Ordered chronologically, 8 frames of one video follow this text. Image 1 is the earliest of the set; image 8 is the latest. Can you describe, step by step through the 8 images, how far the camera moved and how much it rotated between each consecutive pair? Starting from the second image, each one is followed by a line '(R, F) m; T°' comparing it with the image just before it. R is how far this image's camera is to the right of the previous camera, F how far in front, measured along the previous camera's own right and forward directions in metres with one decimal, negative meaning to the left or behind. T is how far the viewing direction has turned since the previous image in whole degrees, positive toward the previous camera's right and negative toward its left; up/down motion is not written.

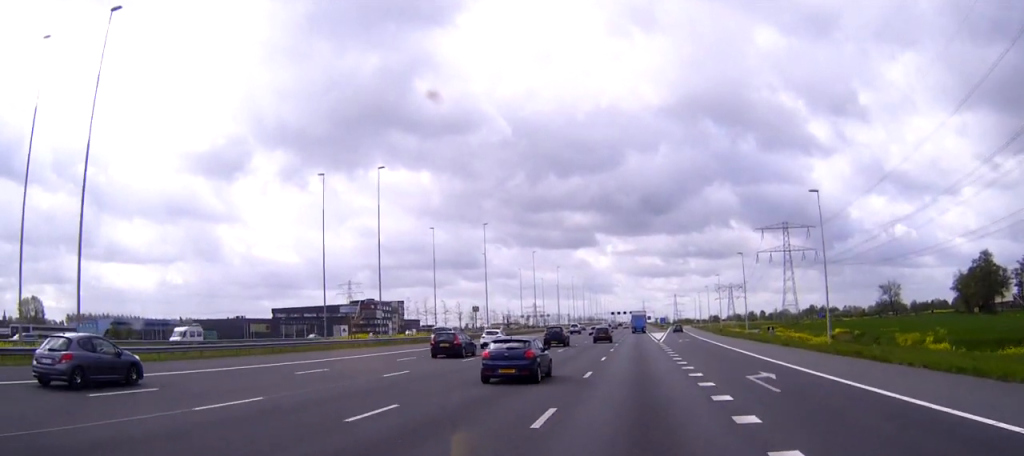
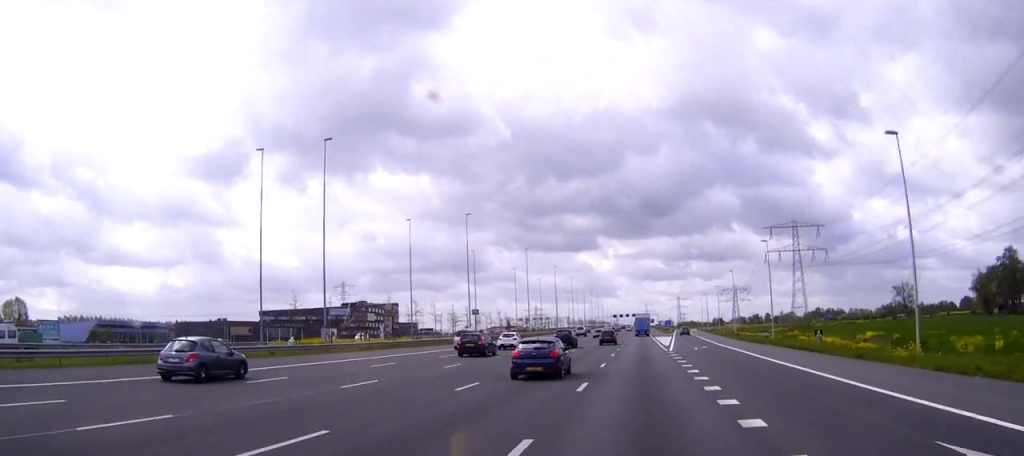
(0.0, +15.9) m; 0°
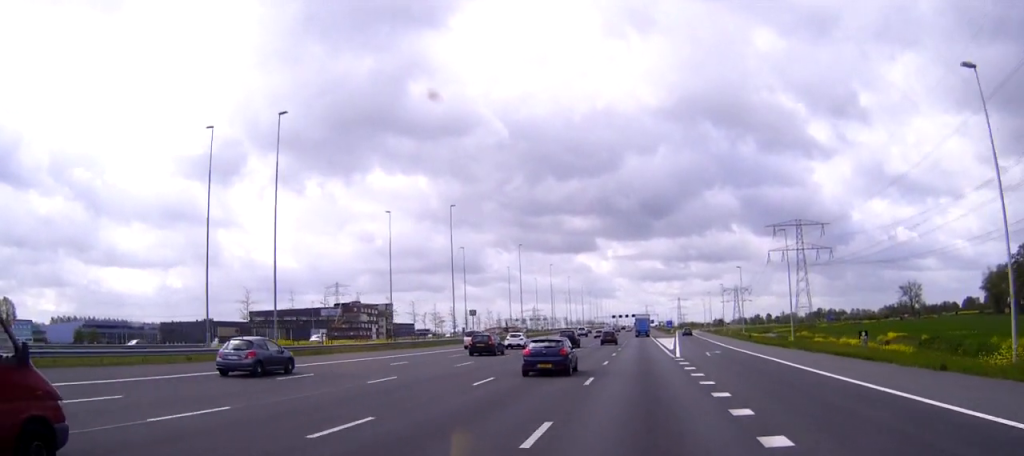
(0.0, +9.7) m; 0°
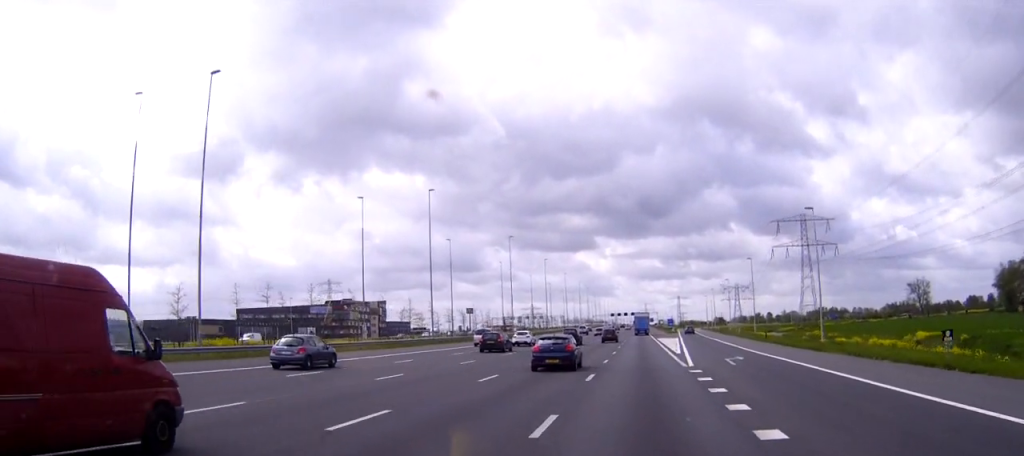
(0.0, +11.1) m; 0°
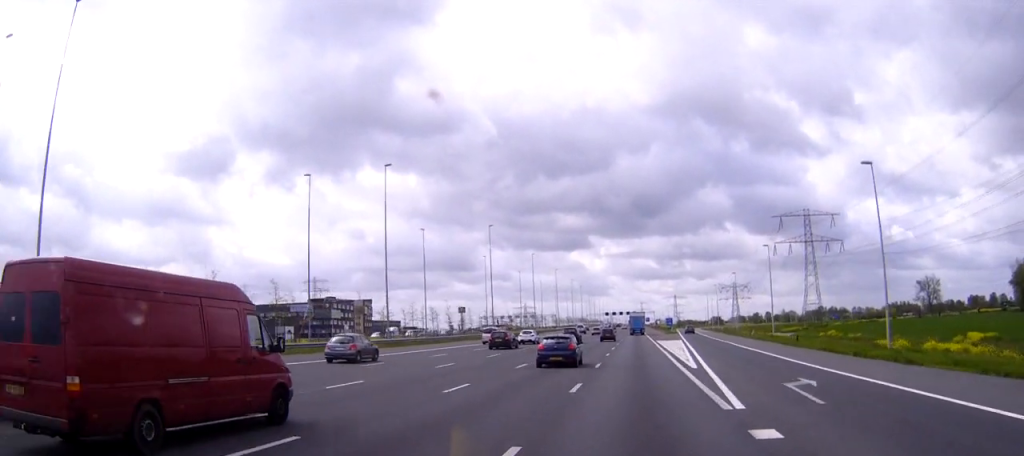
(+0.1, +16.0) m; 0°
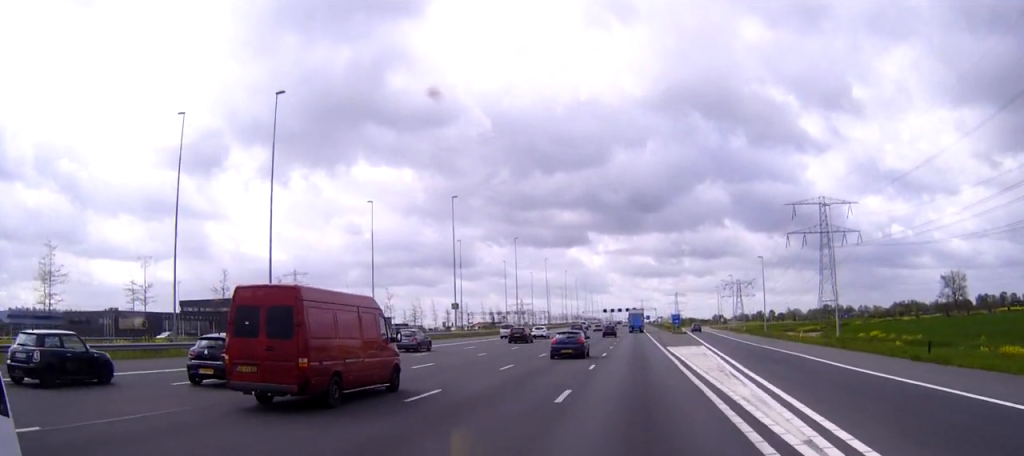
(0.0, +27.2) m; 0°
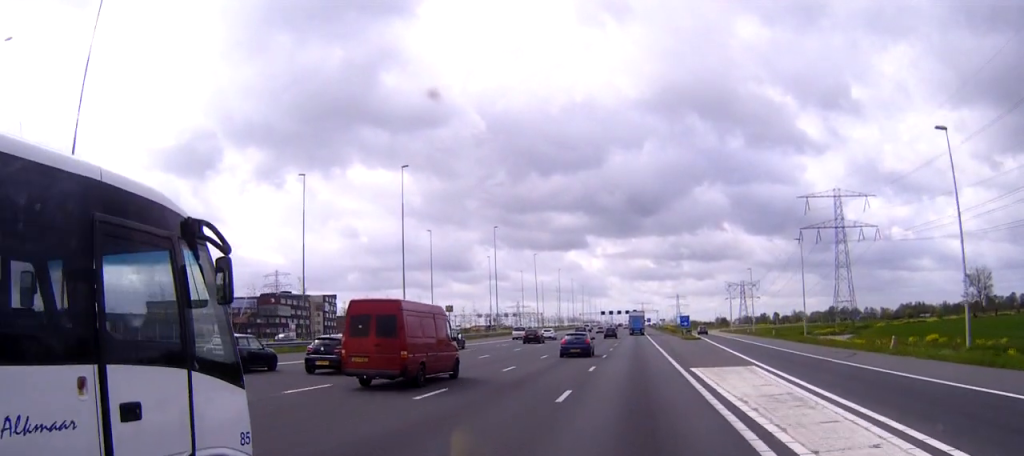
(0.0, +23.5) m; 0°
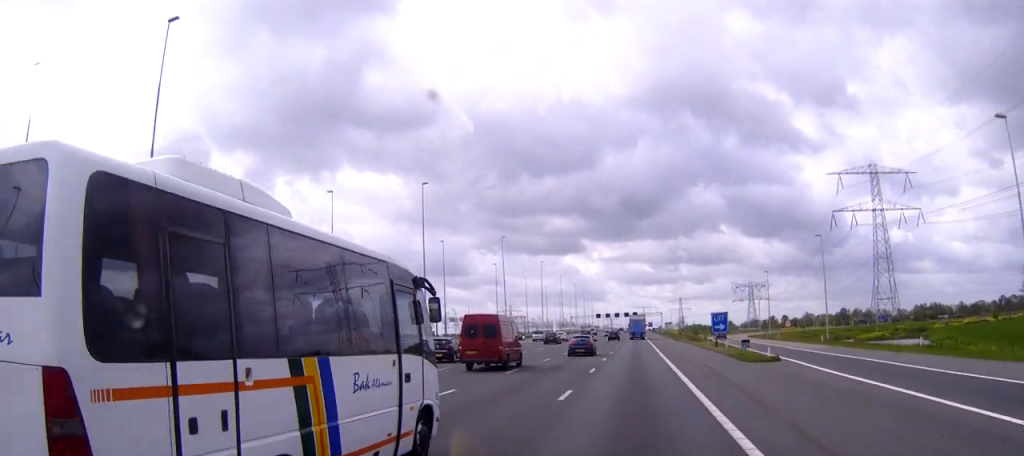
(+0.1, +46.4) m; 0°
